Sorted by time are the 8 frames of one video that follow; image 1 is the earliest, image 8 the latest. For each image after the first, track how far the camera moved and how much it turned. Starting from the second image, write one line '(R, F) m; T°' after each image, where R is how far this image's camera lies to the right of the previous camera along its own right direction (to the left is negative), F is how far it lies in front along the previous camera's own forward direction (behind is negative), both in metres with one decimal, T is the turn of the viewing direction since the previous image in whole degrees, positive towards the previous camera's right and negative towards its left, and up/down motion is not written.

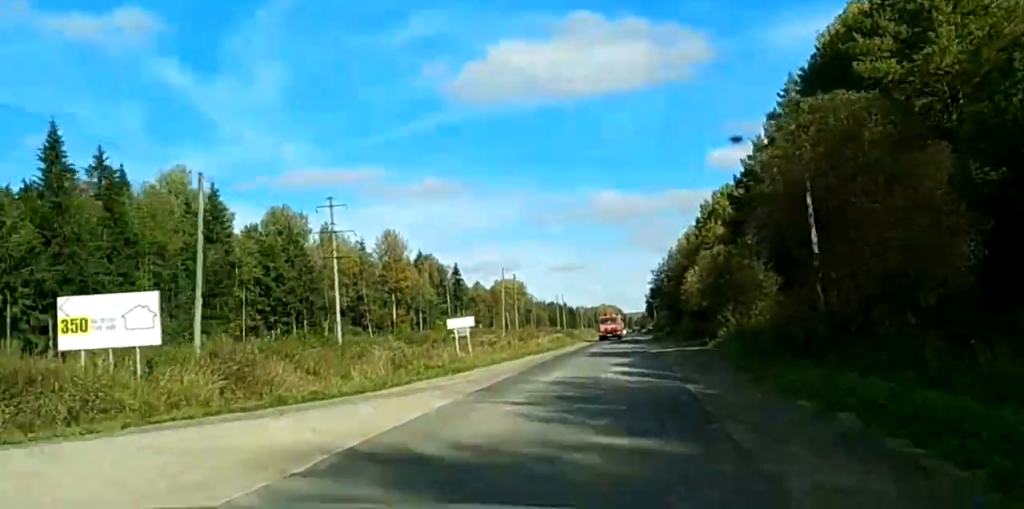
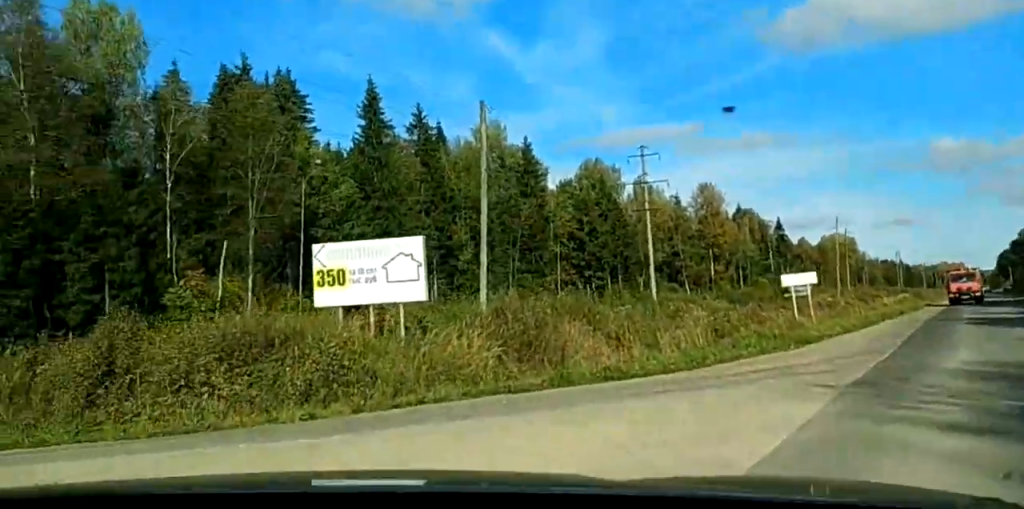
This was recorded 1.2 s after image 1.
(-0.7, +9.4) m; -16°
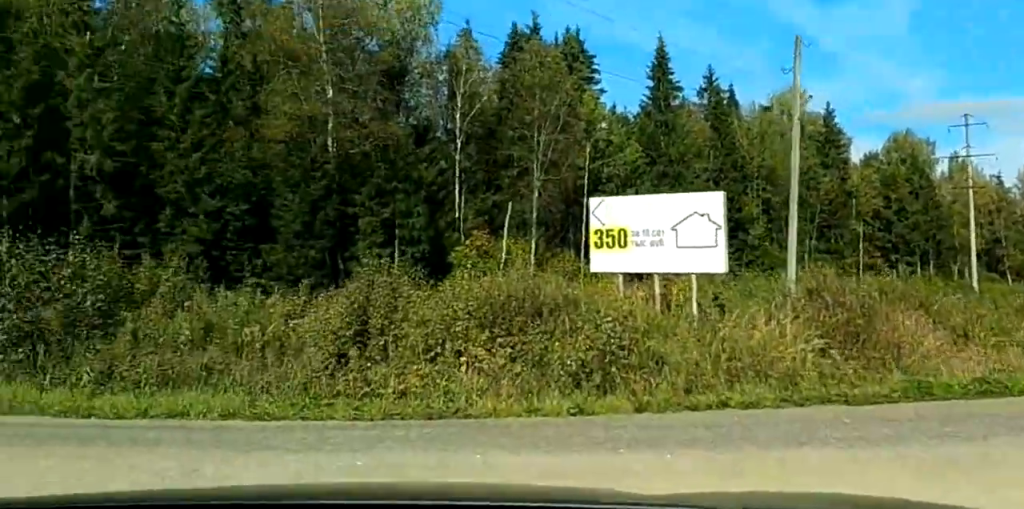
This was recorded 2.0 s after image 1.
(-0.9, +5.0) m; -28°
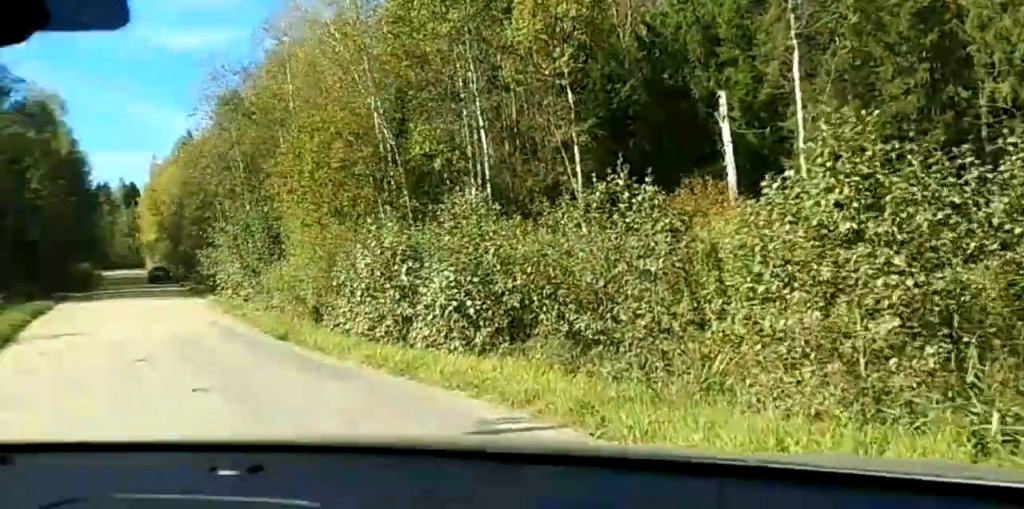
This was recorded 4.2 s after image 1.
(-7.2, +8.5) m; -53°
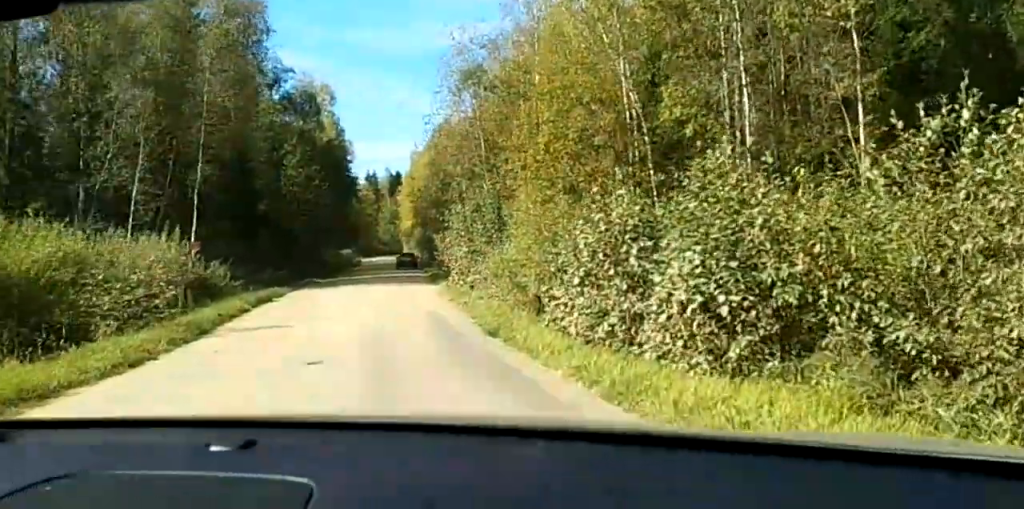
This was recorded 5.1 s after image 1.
(0.0, +4.5) m; -1°
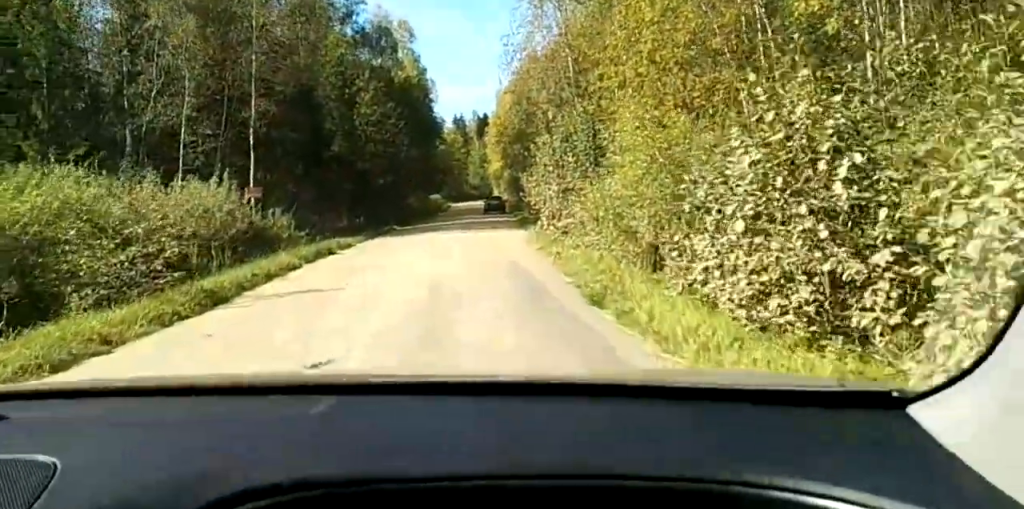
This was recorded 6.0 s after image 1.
(-0.1, +5.4) m; -7°
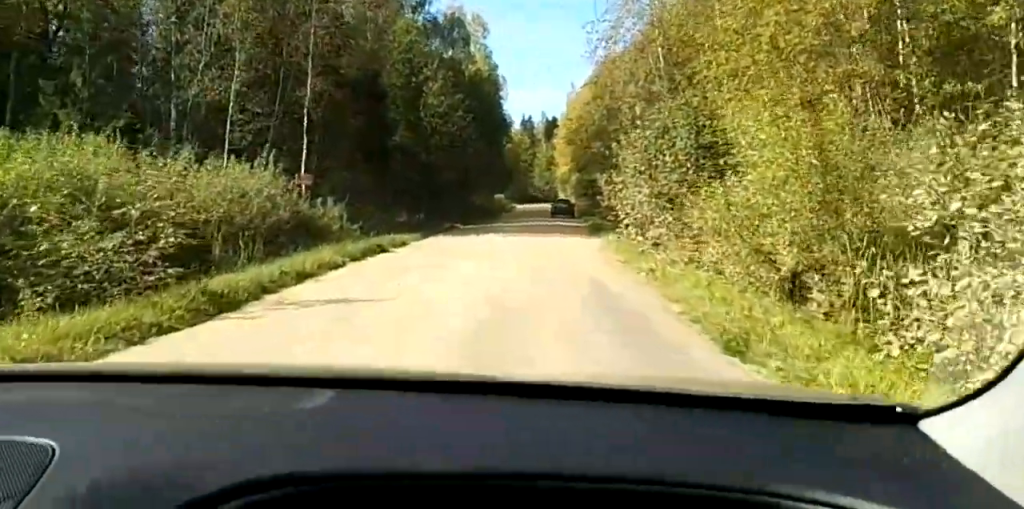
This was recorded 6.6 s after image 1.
(-0.1, +3.9) m; -6°
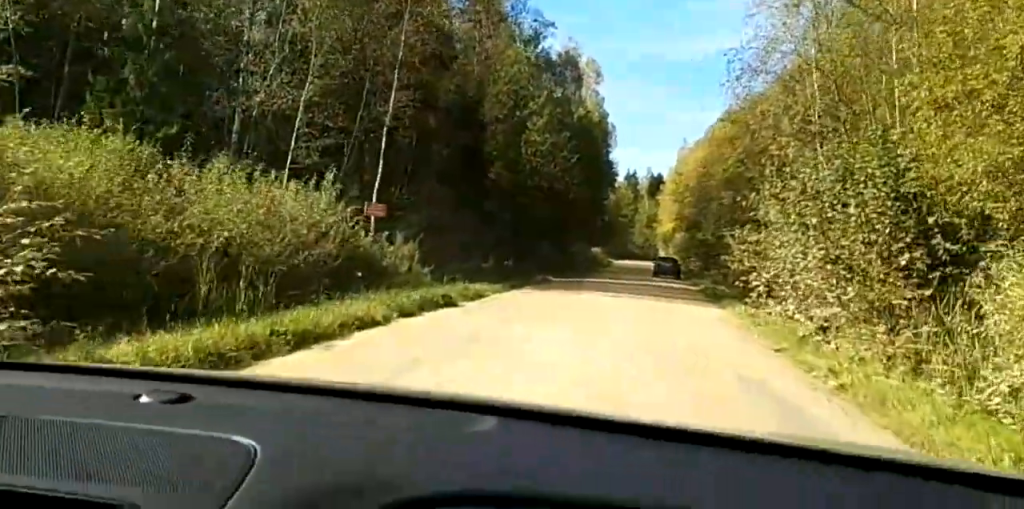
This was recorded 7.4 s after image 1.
(-0.7, +6.0) m; -6°
